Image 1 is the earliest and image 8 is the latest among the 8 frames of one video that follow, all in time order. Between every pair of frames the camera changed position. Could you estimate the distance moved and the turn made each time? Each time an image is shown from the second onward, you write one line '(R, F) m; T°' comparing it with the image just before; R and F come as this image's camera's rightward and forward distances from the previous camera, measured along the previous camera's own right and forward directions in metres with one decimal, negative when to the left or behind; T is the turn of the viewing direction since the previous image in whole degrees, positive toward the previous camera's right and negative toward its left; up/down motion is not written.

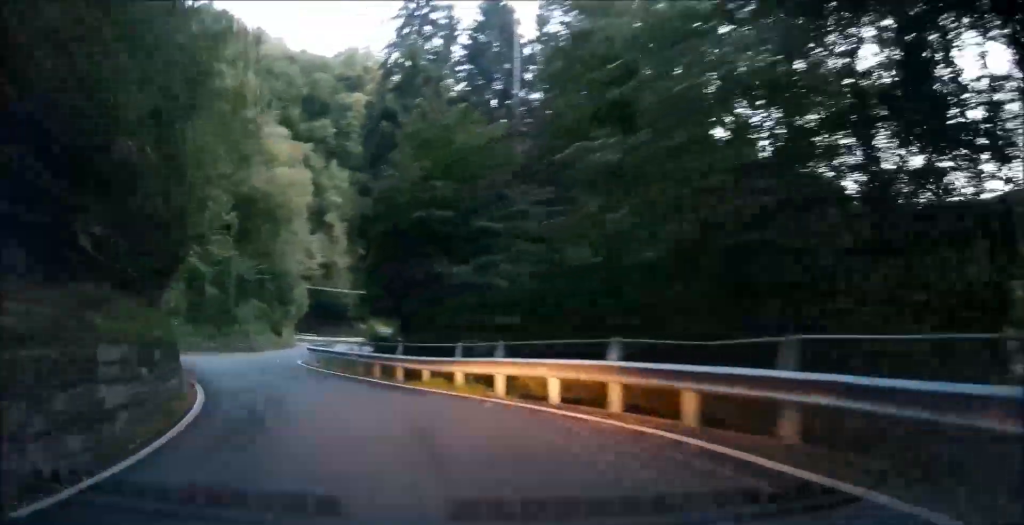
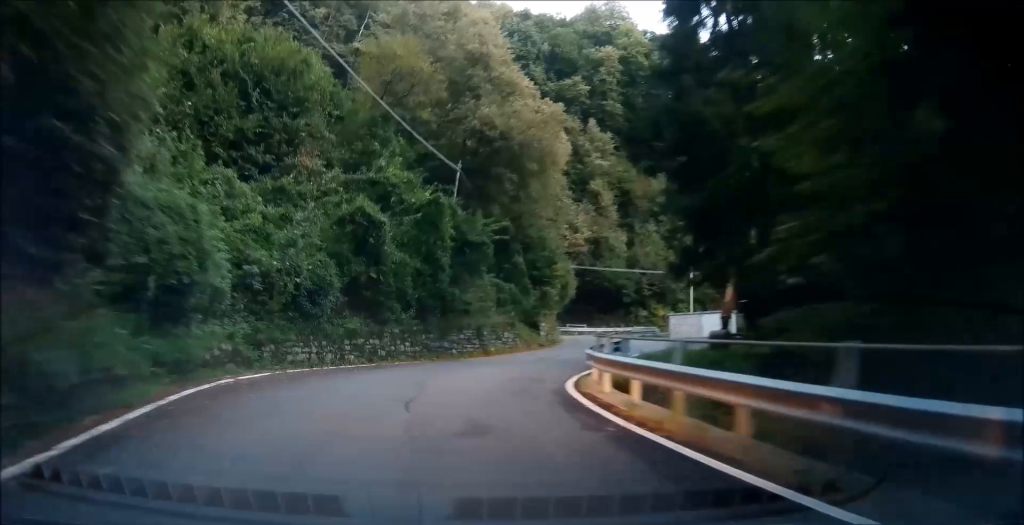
(-1.6, +16.8) m; -12°
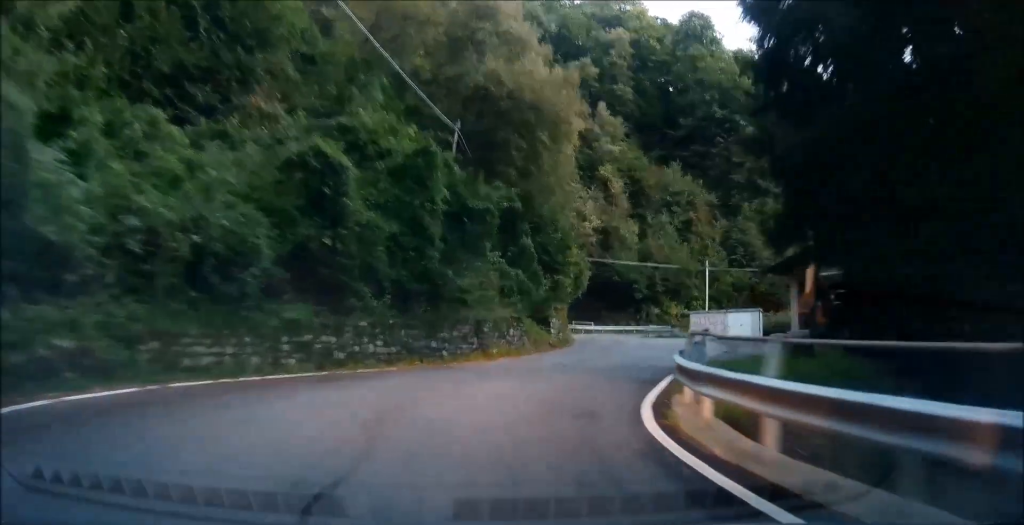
(-0.2, +6.4) m; -5°
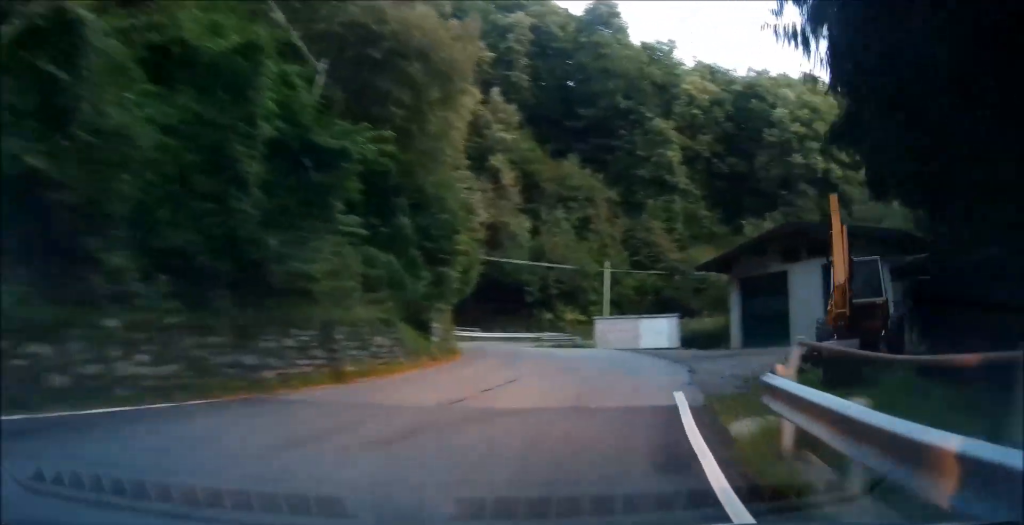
(-0.8, +7.7) m; -2°
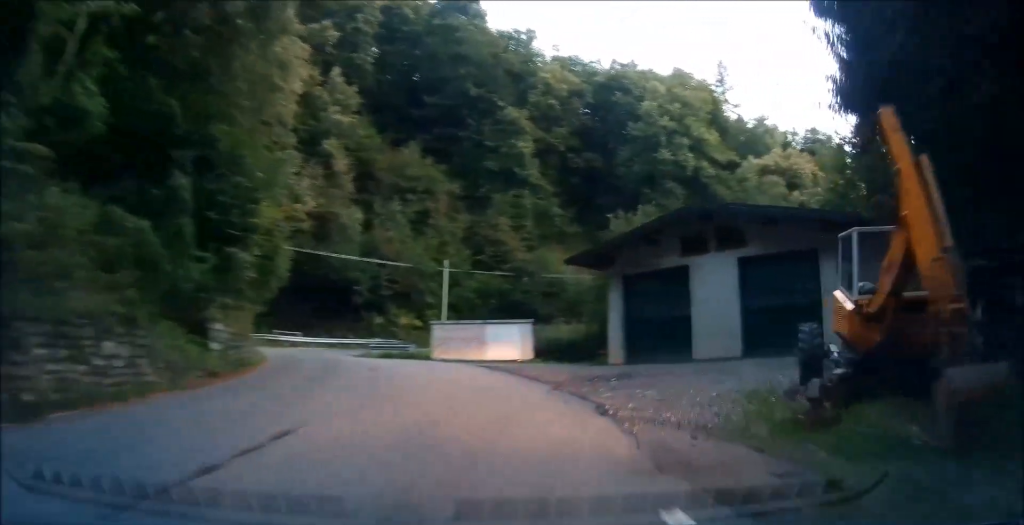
(+0.6, +7.9) m; +6°
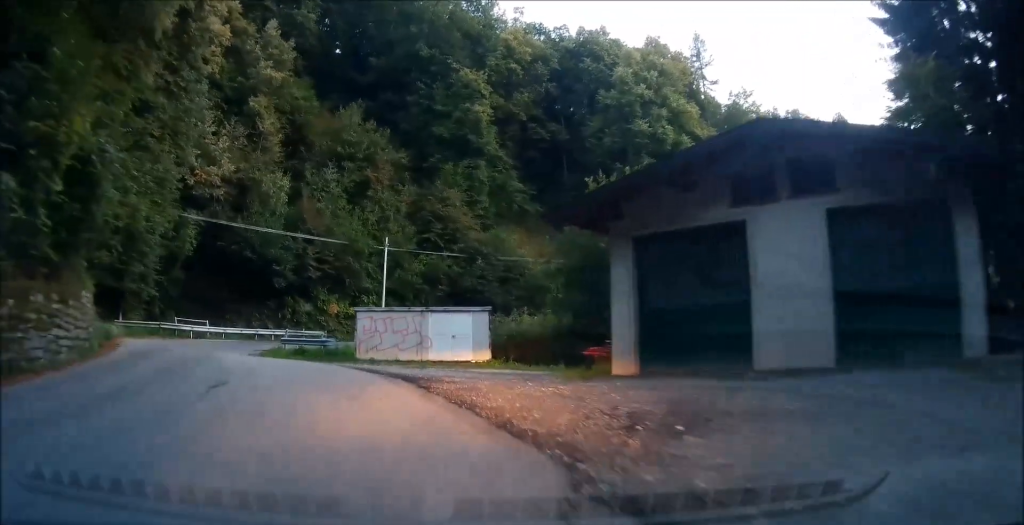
(+0.6, +10.1) m; -1°
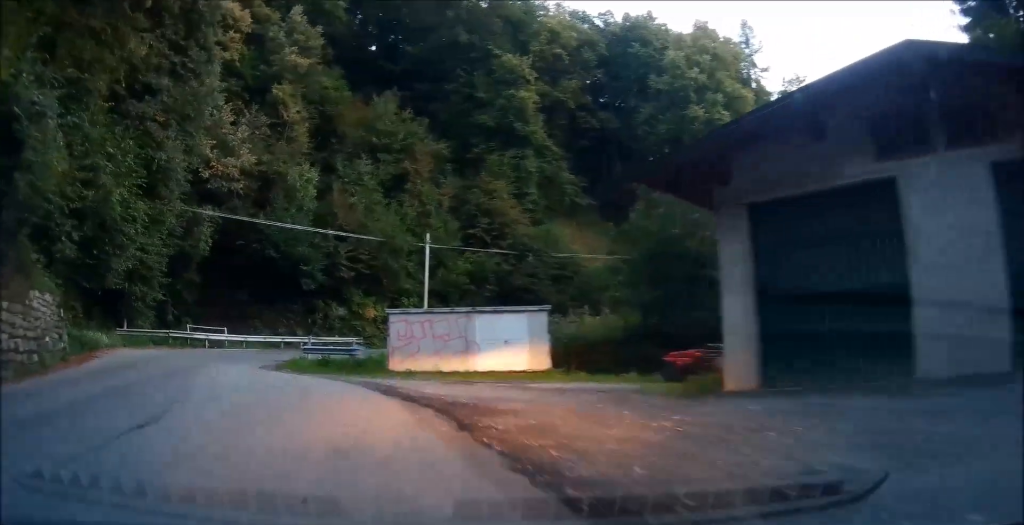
(-0.5, +4.8) m; -5°
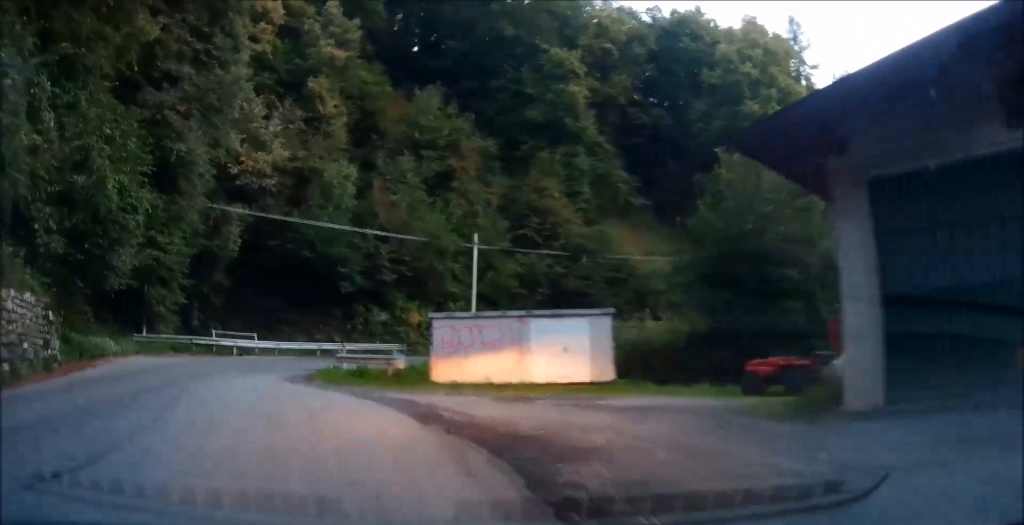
(-0.1, +2.9) m; -2°
